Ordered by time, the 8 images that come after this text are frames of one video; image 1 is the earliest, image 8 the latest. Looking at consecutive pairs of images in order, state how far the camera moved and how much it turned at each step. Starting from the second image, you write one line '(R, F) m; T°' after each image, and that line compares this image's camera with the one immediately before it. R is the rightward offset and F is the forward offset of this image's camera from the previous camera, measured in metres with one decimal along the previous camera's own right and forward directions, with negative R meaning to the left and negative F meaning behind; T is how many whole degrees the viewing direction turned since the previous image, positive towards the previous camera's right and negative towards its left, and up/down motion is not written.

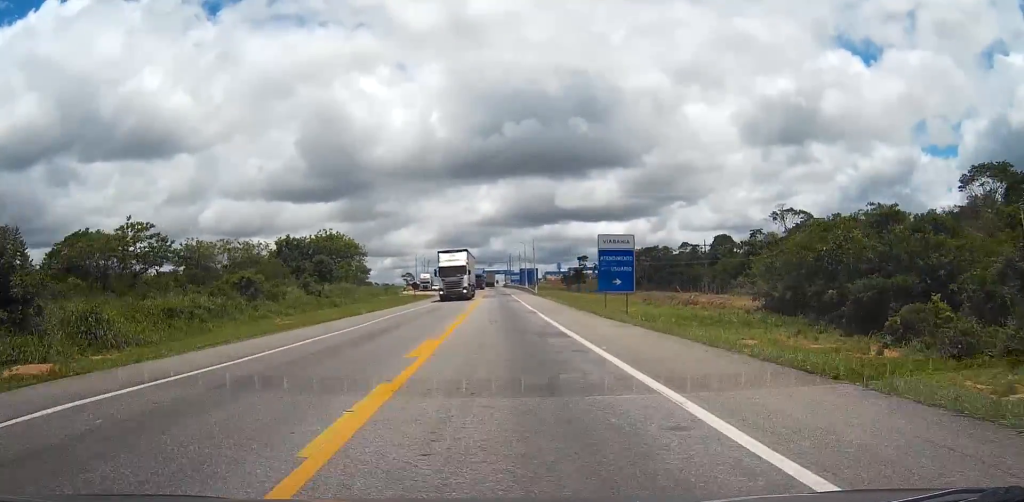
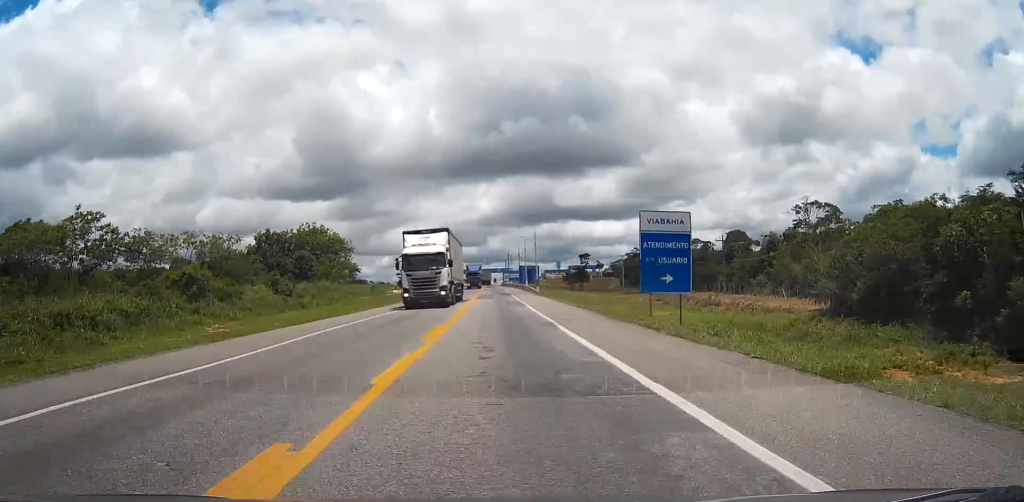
(0.0, +12.5) m; 0°
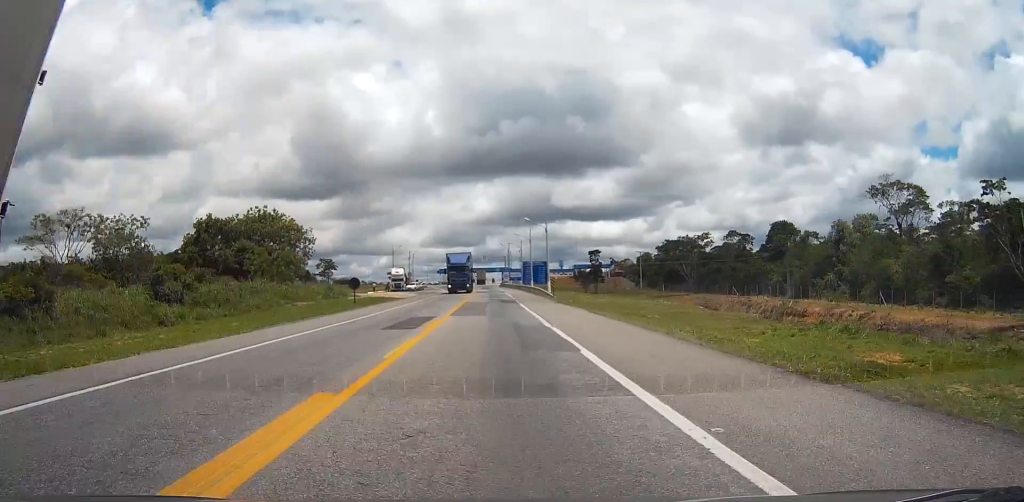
(0.0, +29.7) m; 0°
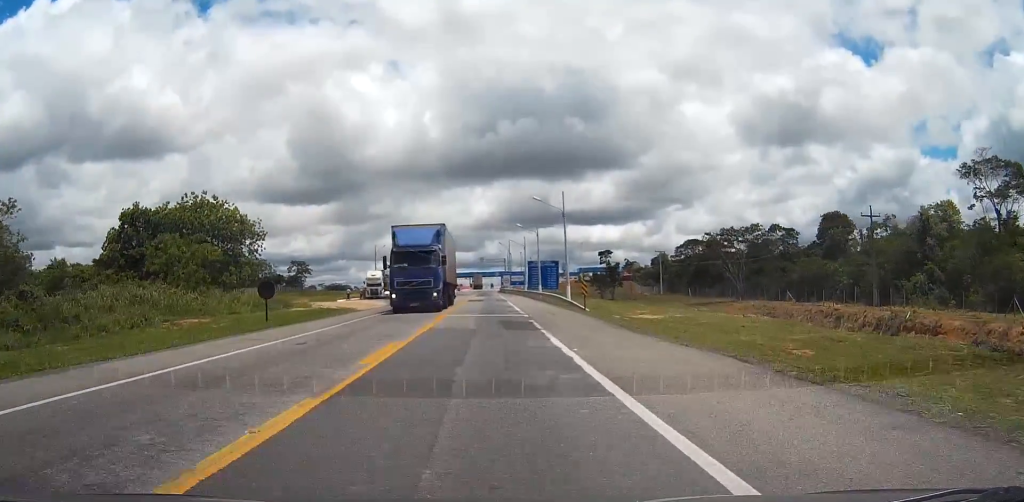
(0.0, +24.8) m; 0°
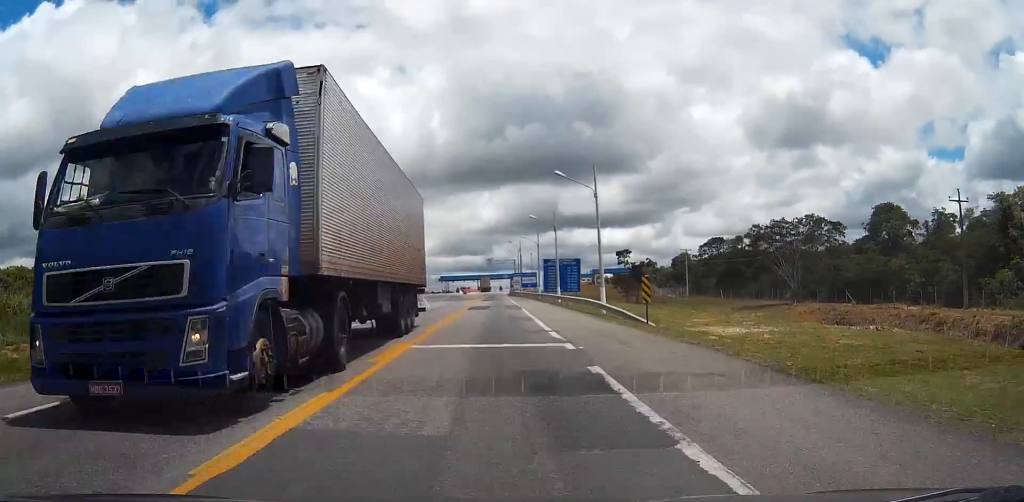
(0.0, +15.8) m; 0°
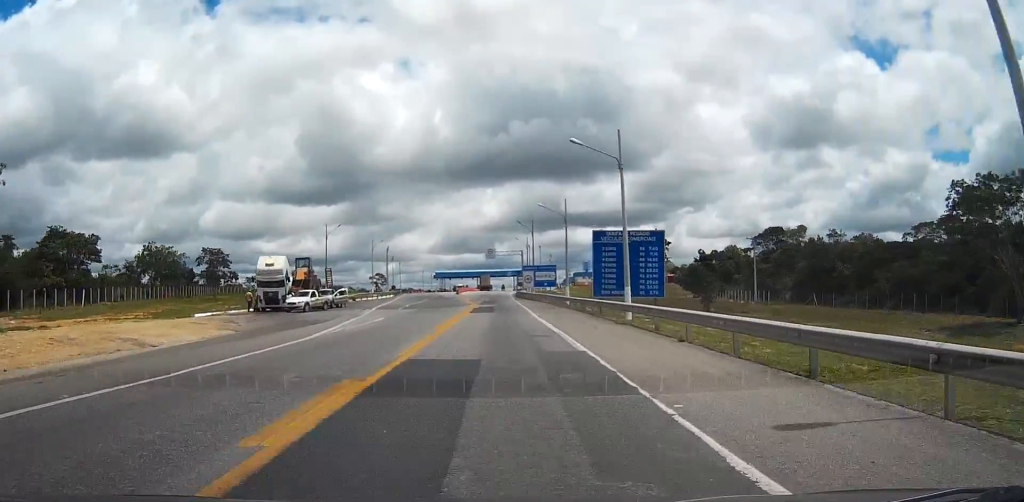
(-0.2, +39.9) m; -1°
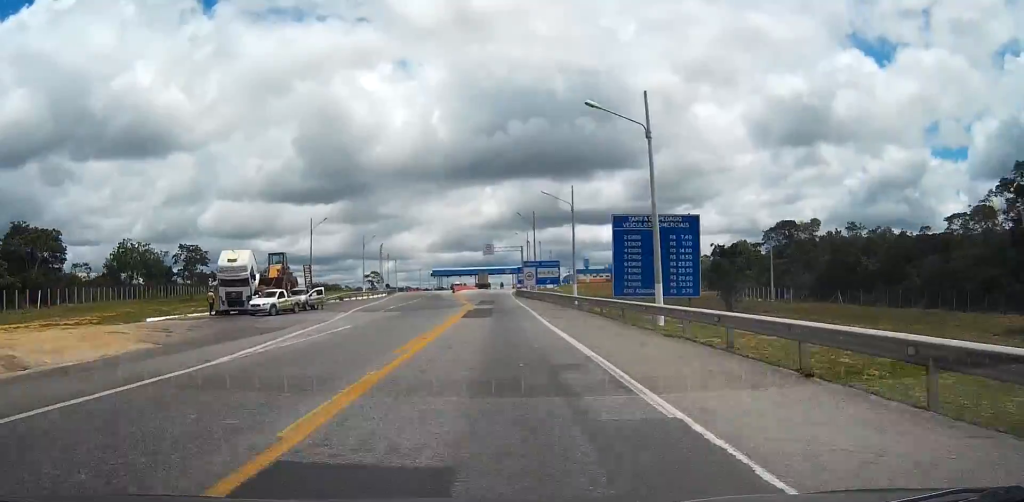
(0.0, +7.8) m; 0°
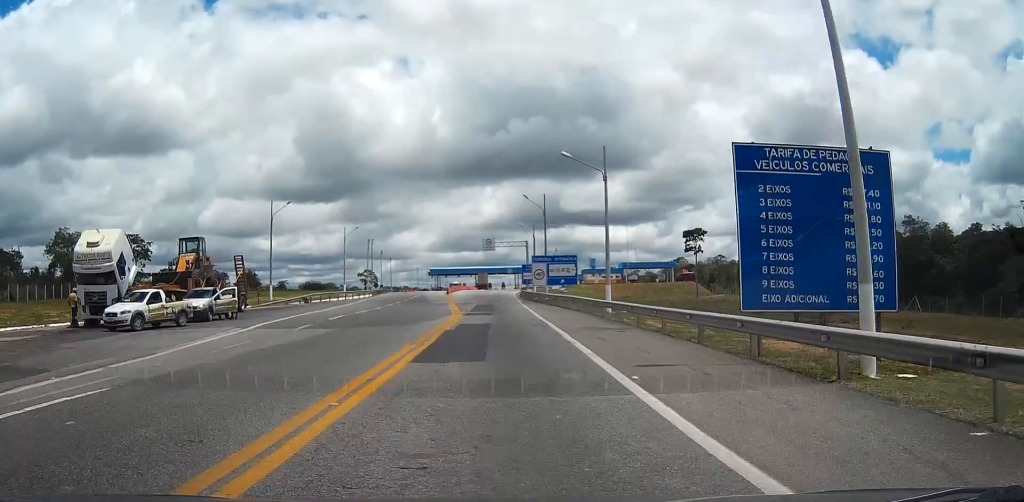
(0.0, +18.0) m; 0°
